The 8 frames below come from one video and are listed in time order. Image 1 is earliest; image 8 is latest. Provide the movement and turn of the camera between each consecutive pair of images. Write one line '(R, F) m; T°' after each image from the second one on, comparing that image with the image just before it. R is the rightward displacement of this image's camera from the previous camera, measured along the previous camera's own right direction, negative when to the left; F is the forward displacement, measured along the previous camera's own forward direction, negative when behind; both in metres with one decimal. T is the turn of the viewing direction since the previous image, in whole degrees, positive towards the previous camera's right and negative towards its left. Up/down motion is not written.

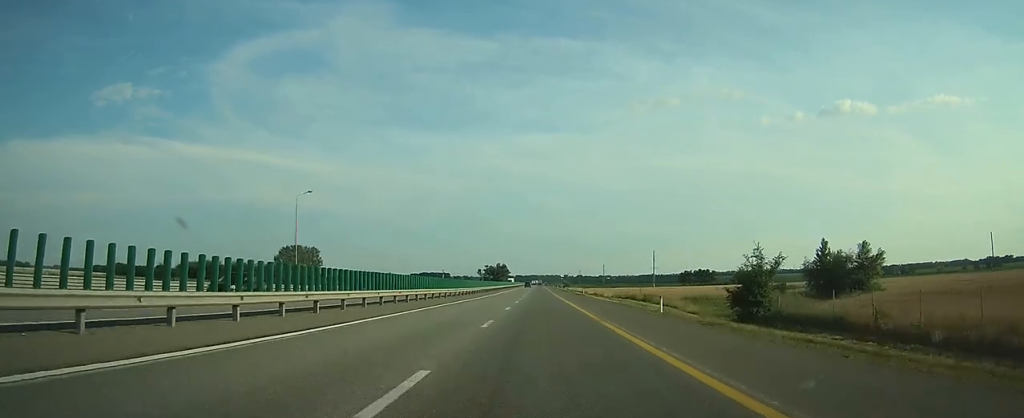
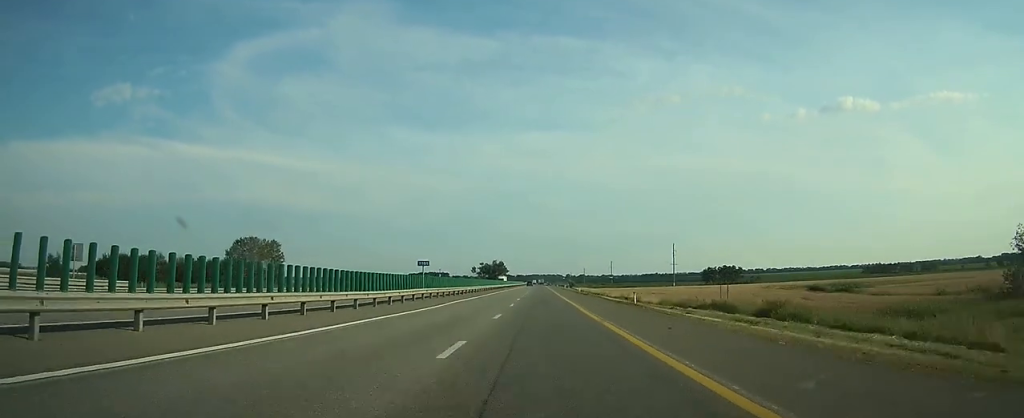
(-0.1, +43.5) m; 0°
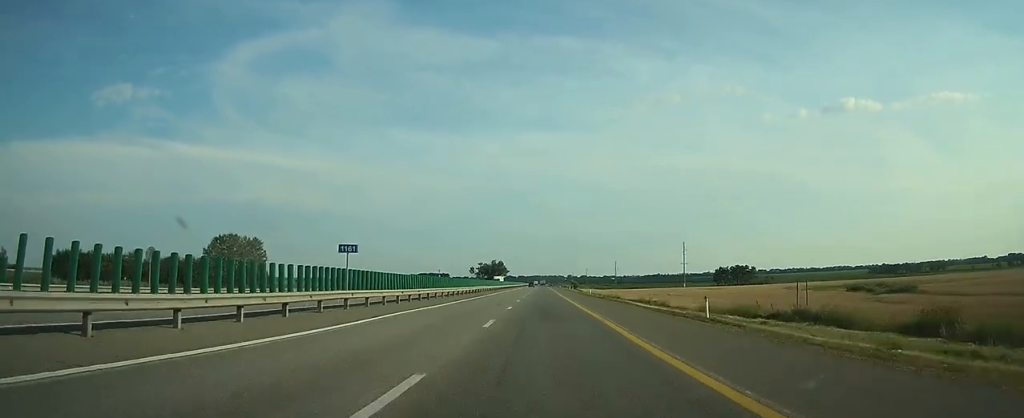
(0.0, +16.8) m; 0°
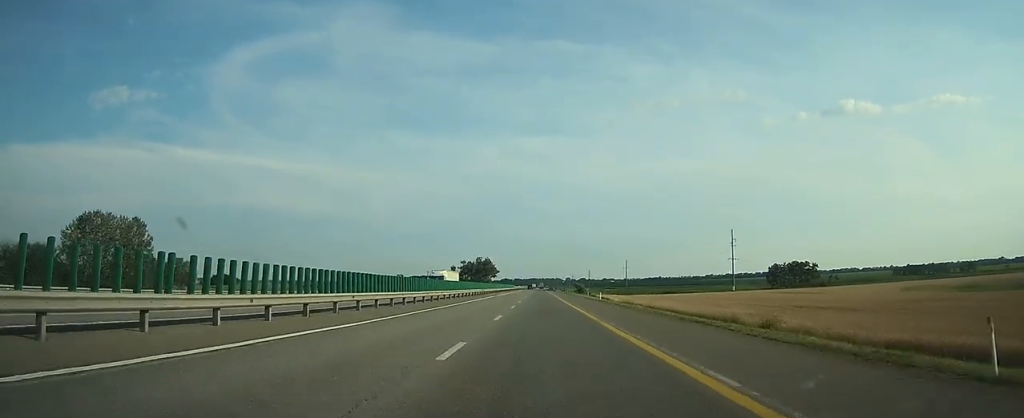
(0.0, +68.0) m; 0°
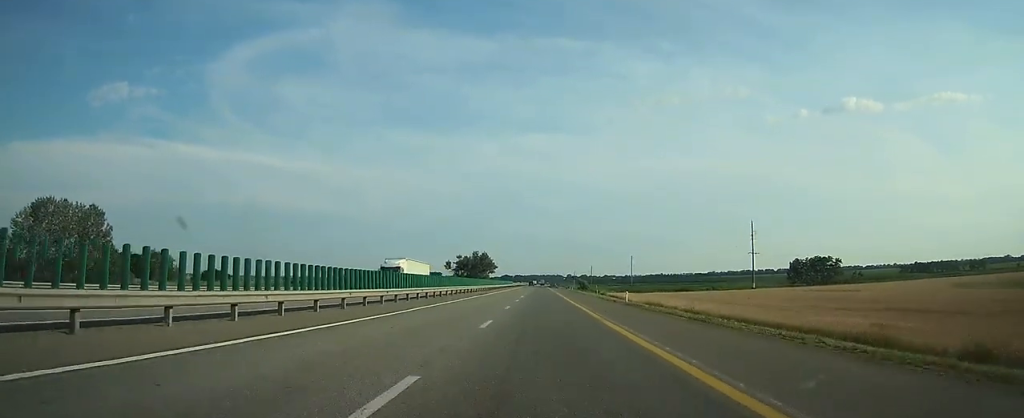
(0.0, +17.2) m; 0°
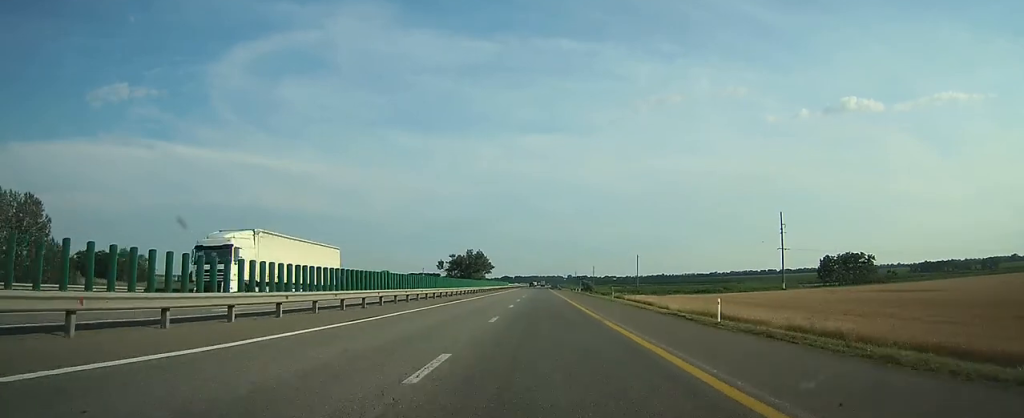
(0.0, +21.1) m; 0°
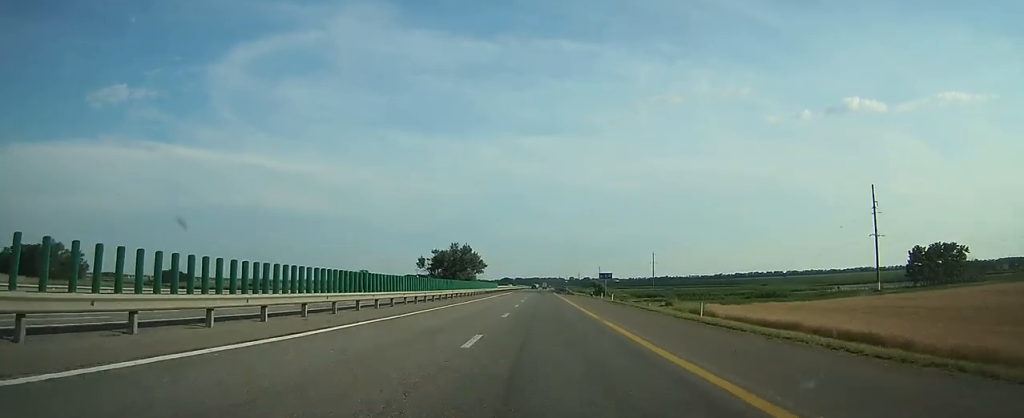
(+0.1, +43.1) m; 0°
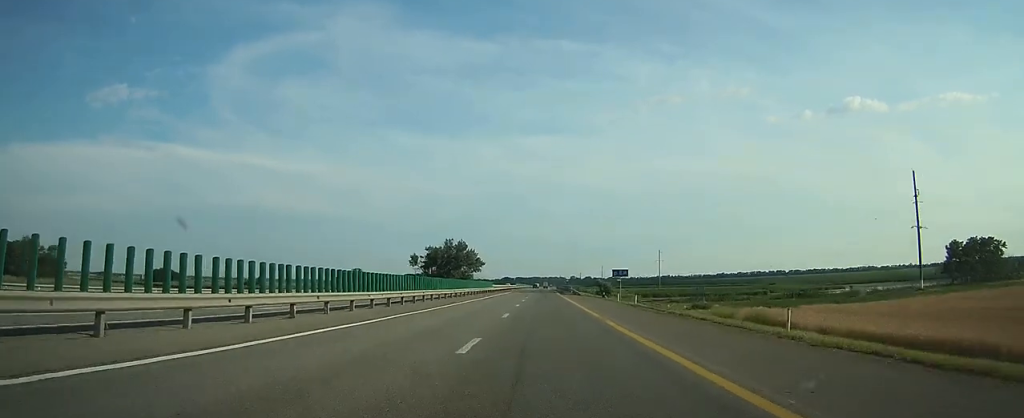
(0.0, +13.0) m; 0°
